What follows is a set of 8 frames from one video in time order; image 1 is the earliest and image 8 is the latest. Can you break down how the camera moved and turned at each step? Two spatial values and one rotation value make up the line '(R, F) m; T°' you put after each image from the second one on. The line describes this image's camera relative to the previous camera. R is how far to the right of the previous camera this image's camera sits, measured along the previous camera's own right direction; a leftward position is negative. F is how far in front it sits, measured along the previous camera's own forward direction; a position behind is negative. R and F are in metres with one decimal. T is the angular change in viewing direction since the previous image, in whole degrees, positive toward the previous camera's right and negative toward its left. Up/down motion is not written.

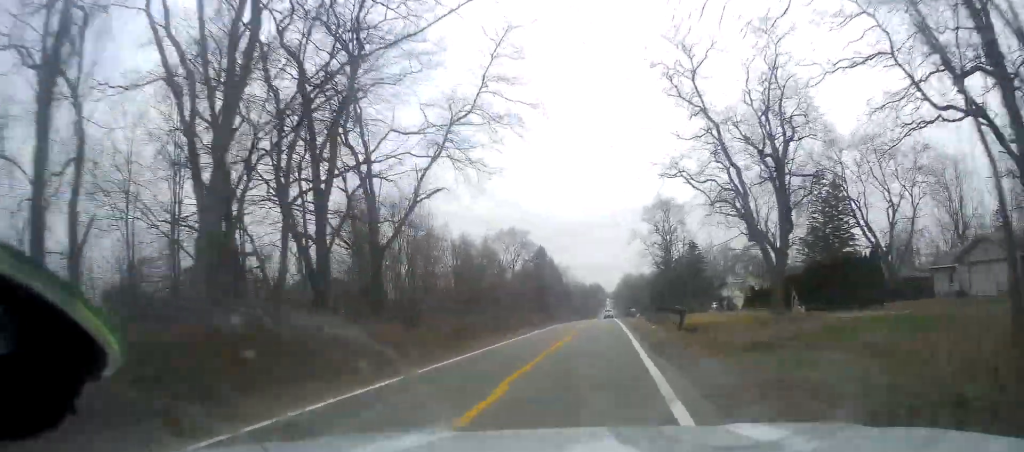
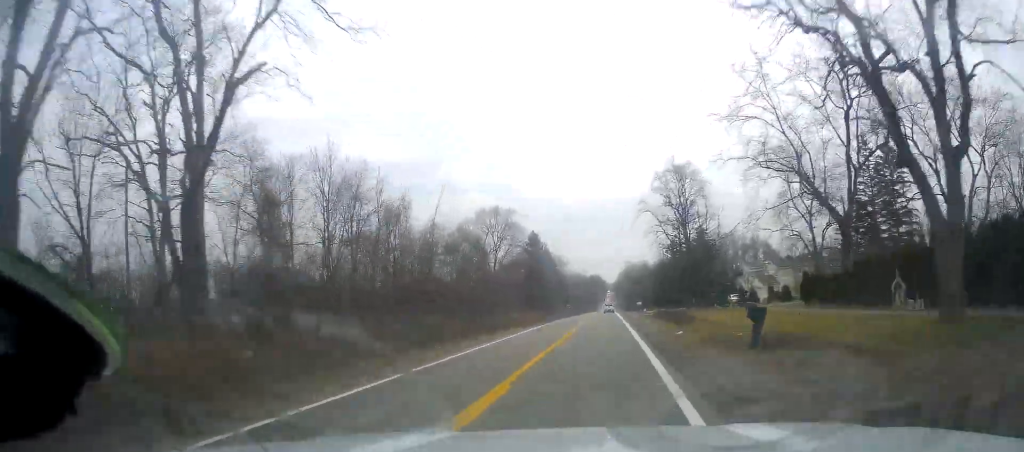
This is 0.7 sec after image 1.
(-0.2, +15.2) m; 0°
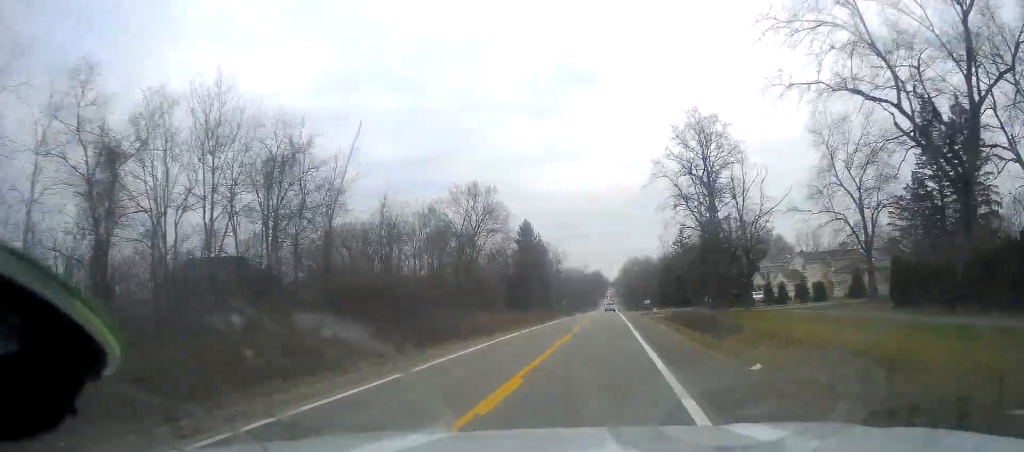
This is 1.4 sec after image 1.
(-0.2, +13.8) m; +1°
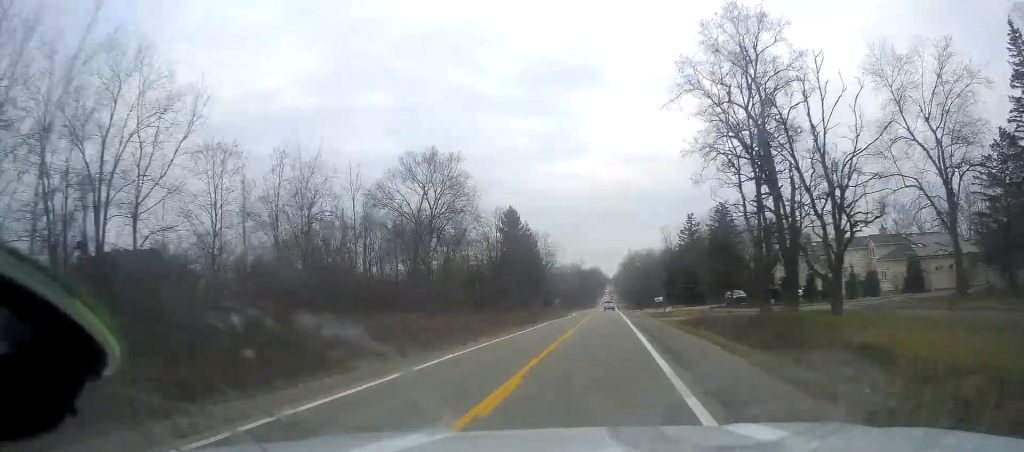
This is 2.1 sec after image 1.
(+0.6, +15.1) m; 0°
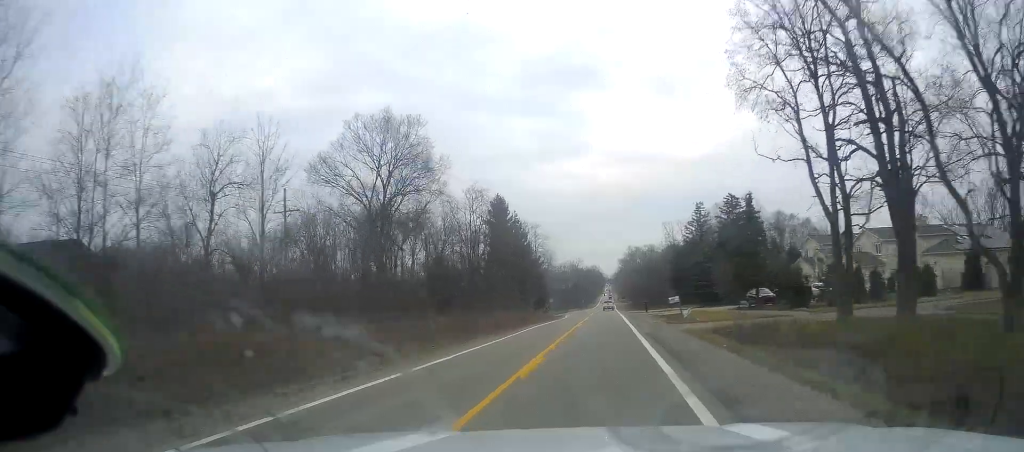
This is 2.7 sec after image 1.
(-0.1, +11.1) m; 0°
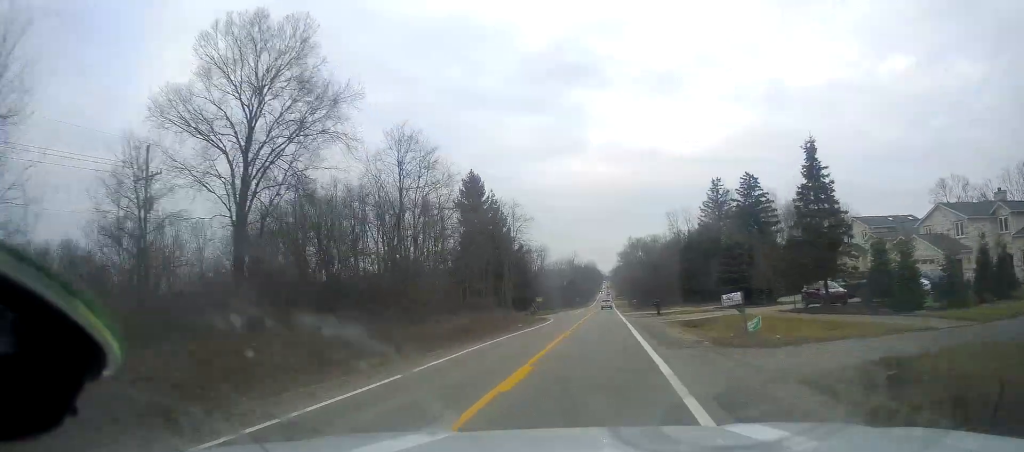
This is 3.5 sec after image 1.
(-0.4, +16.8) m; 0°
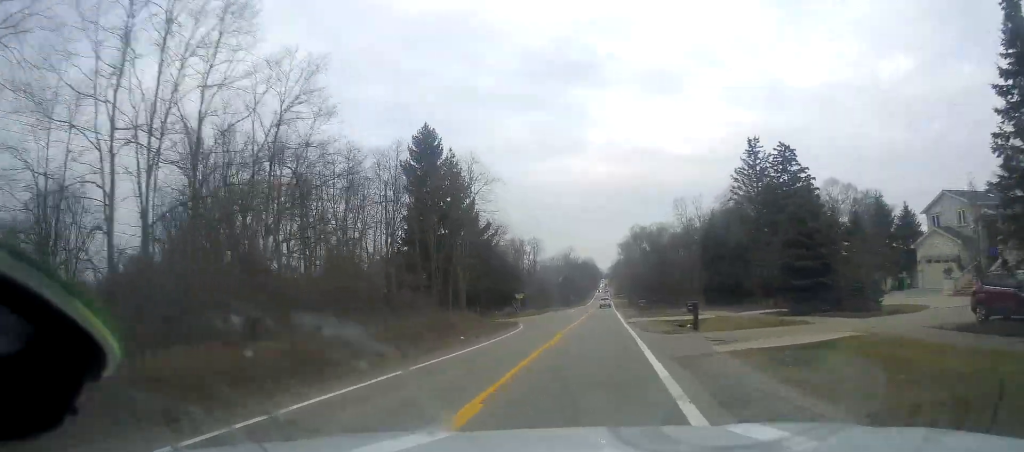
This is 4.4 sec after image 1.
(+0.4, +20.7) m; +2°
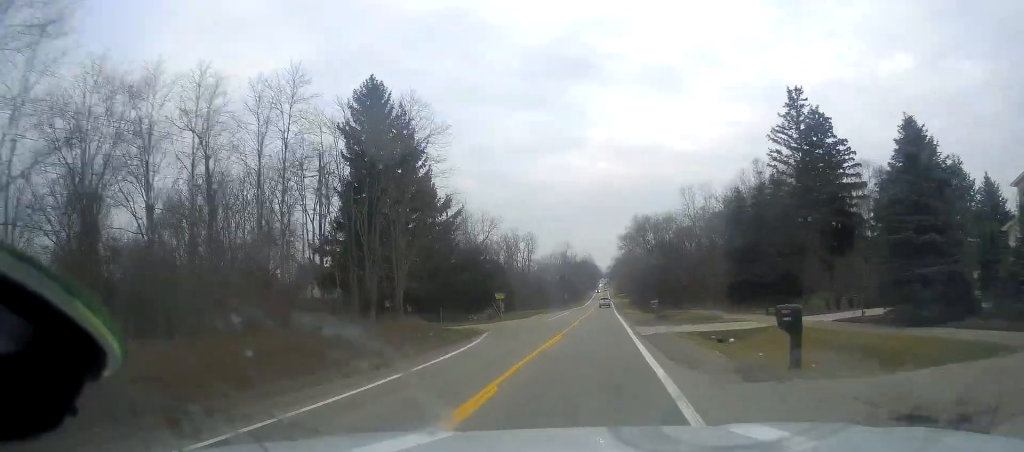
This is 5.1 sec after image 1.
(+0.3, +14.2) m; -1°
